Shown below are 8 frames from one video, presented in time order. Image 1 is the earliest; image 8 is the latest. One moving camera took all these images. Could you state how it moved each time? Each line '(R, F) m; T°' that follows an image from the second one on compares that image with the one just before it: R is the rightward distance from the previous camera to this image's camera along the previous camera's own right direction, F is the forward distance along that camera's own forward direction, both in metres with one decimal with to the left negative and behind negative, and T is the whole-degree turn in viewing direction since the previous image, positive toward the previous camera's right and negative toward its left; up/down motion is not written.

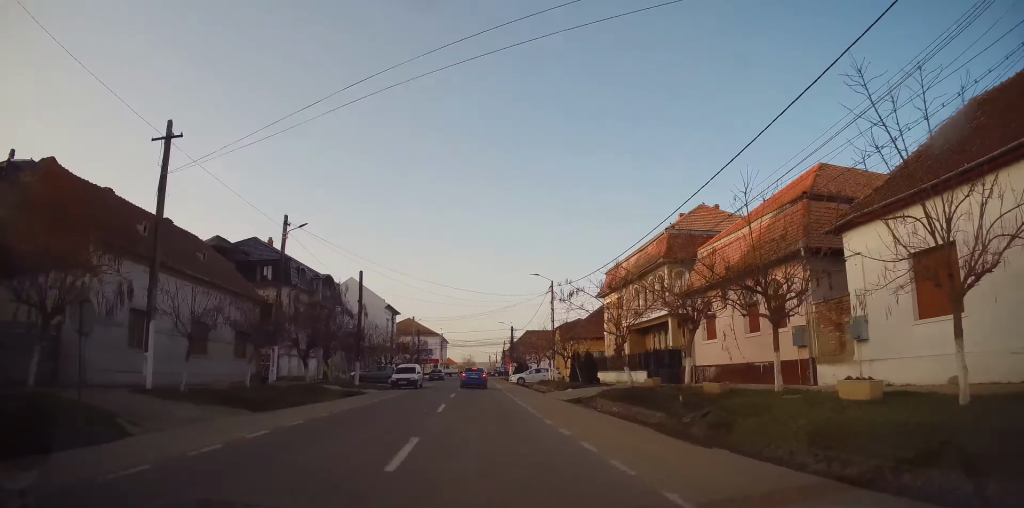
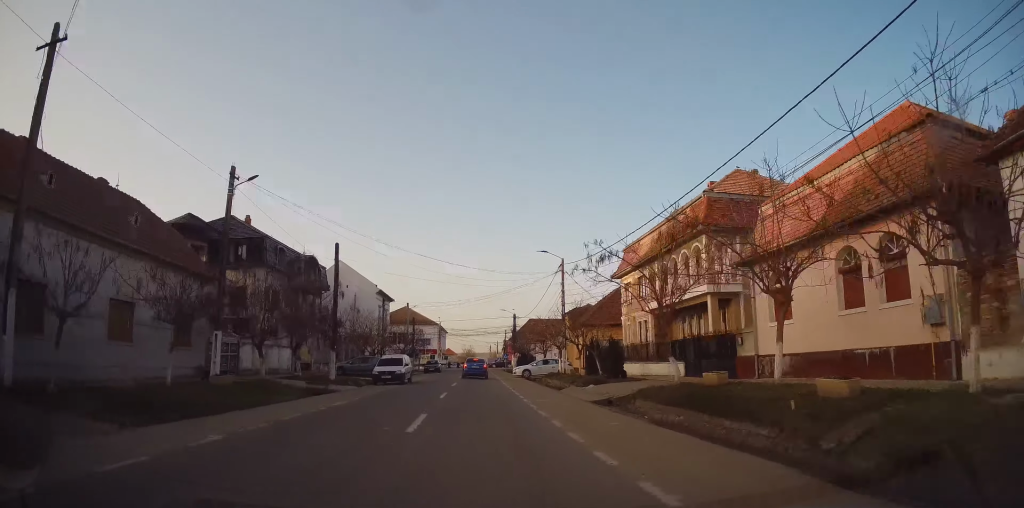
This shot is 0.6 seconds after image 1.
(+0.1, +5.7) m; +1°
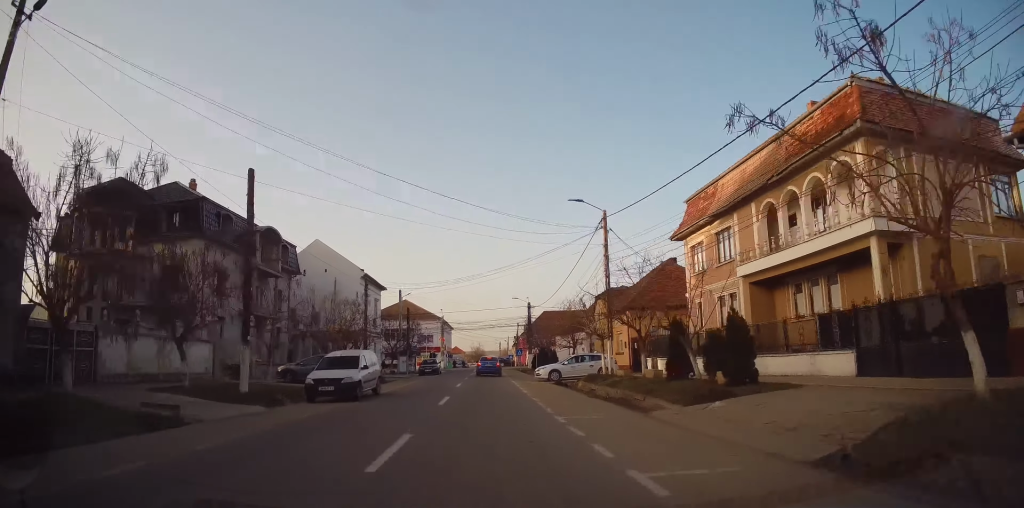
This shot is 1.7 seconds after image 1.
(0.0, +11.8) m; -1°
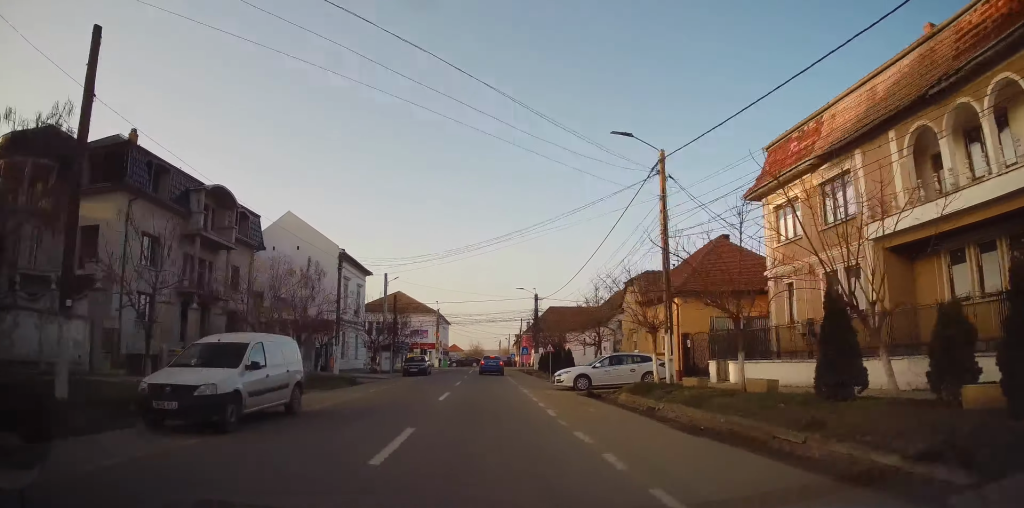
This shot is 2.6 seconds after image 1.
(0.0, +8.7) m; -2°
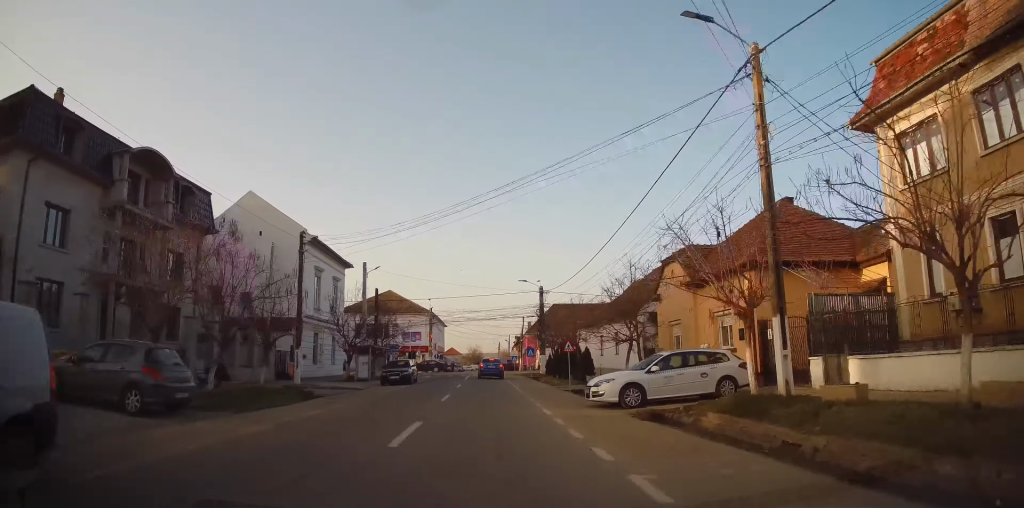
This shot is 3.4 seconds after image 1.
(-0.4, +7.6) m; 0°
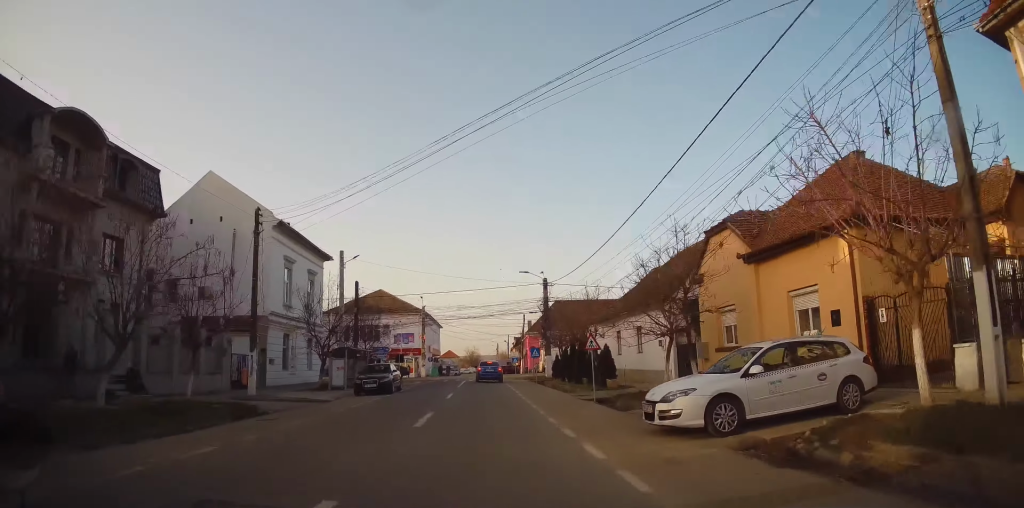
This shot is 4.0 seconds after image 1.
(+0.2, +5.9) m; +1°
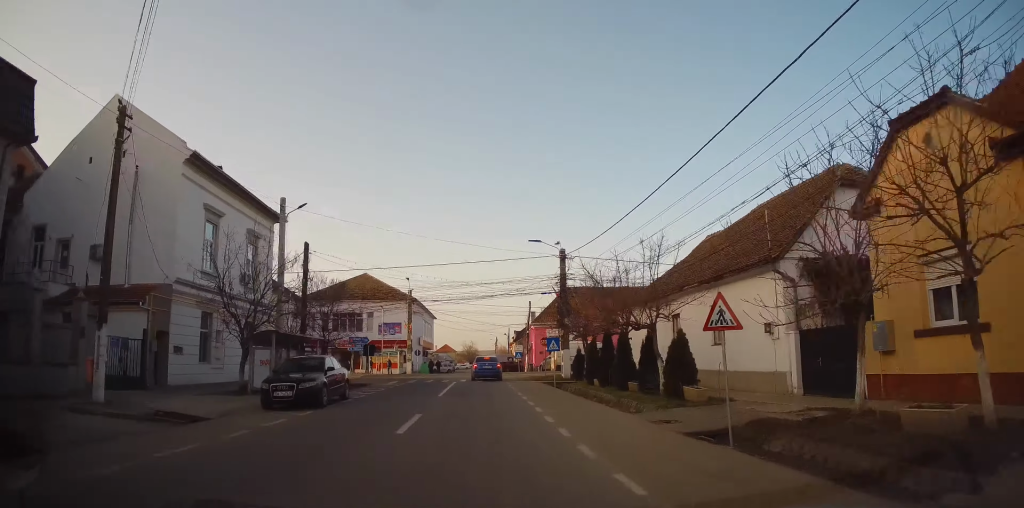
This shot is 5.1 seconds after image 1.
(+0.2, +10.8) m; +1°
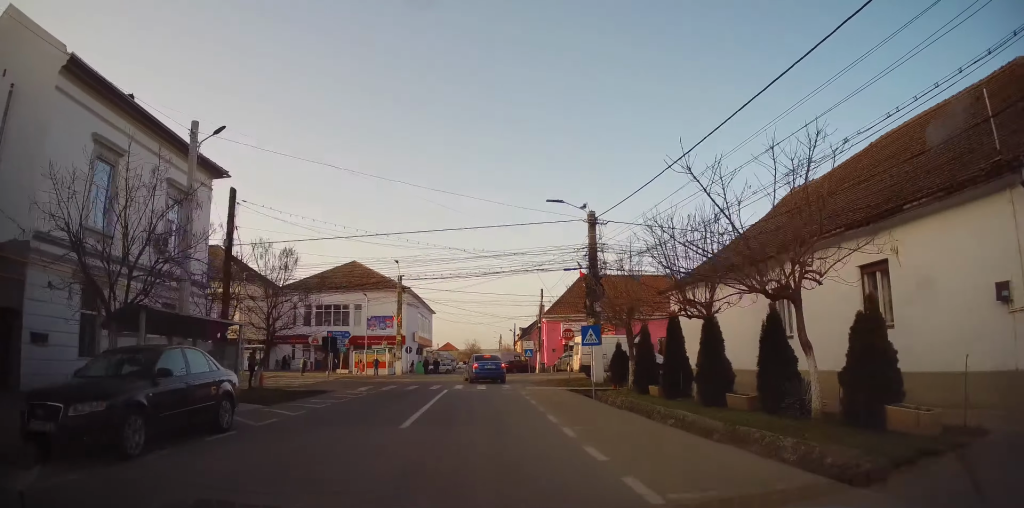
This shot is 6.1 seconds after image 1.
(+0.1, +8.7) m; 0°
